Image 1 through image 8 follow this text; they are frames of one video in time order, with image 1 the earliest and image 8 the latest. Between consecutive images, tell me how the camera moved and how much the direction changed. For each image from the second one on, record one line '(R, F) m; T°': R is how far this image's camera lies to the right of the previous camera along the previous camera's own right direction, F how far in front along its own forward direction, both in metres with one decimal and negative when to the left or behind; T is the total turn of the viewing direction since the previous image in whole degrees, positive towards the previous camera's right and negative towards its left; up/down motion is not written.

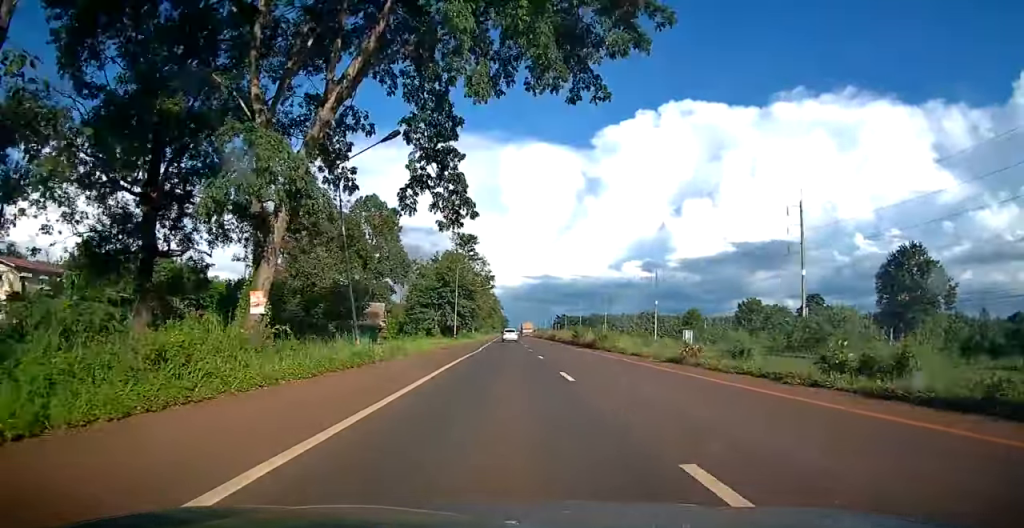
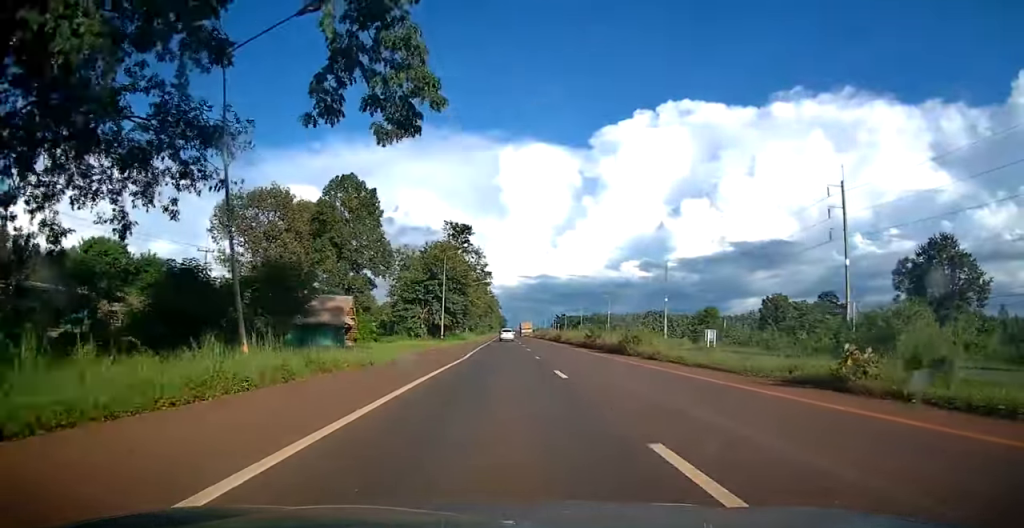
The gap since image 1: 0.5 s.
(0.0, +11.0) m; 0°
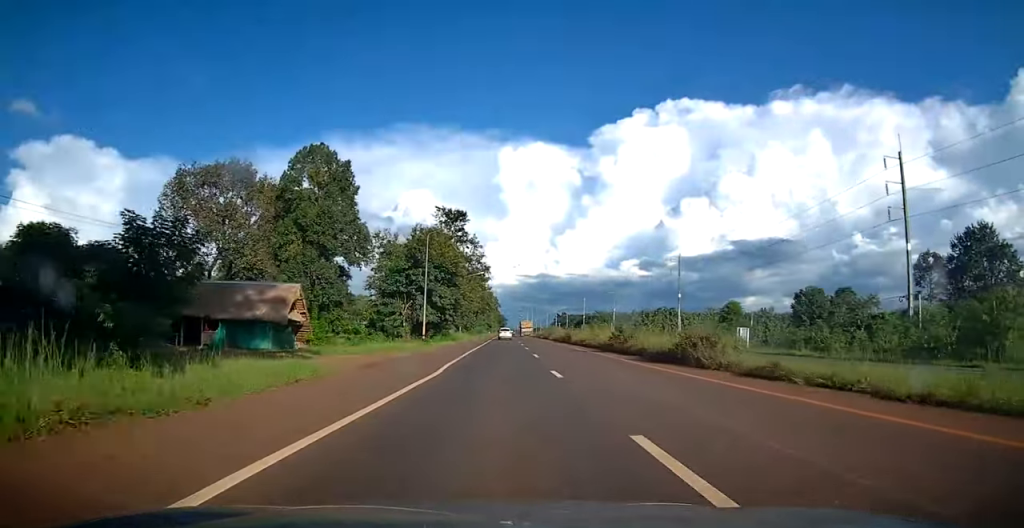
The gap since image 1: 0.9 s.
(0.0, +11.4) m; 0°
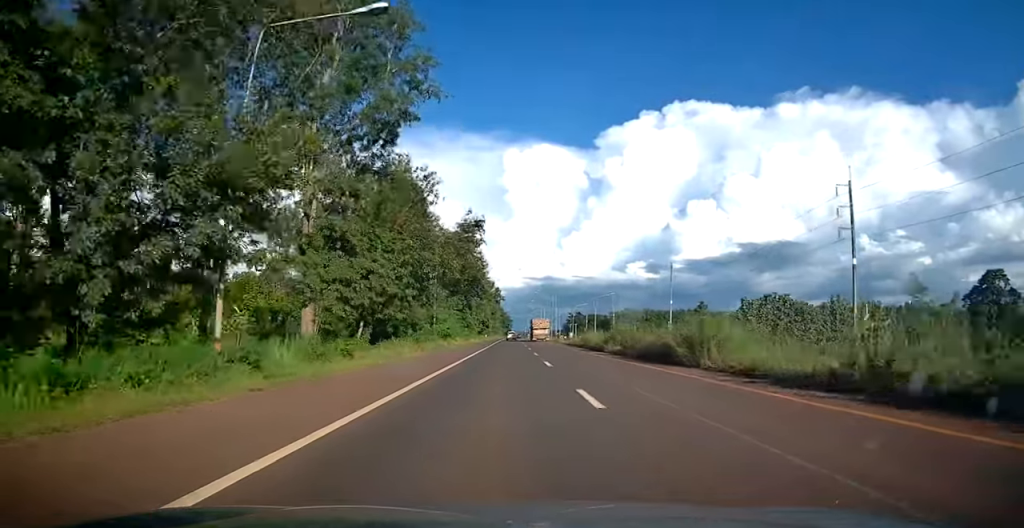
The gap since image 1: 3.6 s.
(+0.5, +66.0) m; 0°
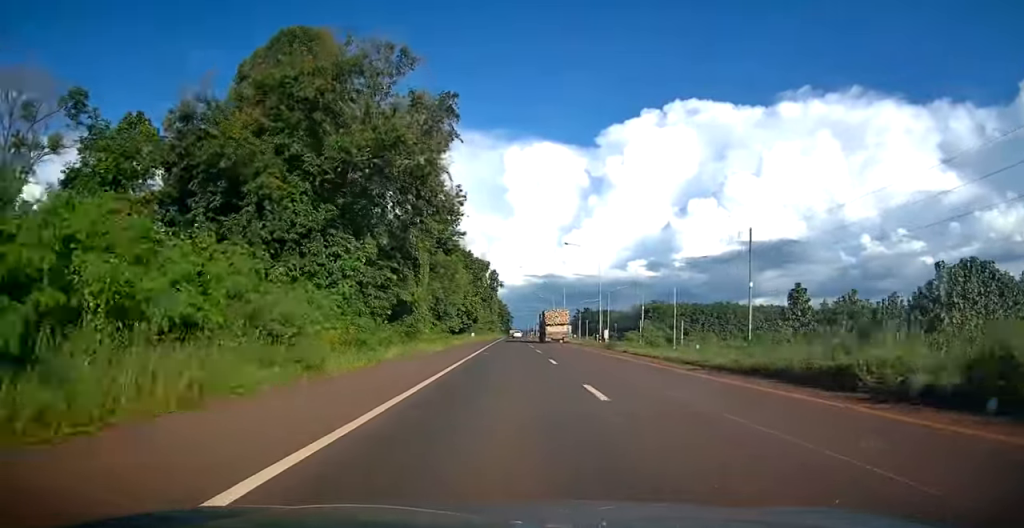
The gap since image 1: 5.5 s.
(-0.1, +46.8) m; 0°
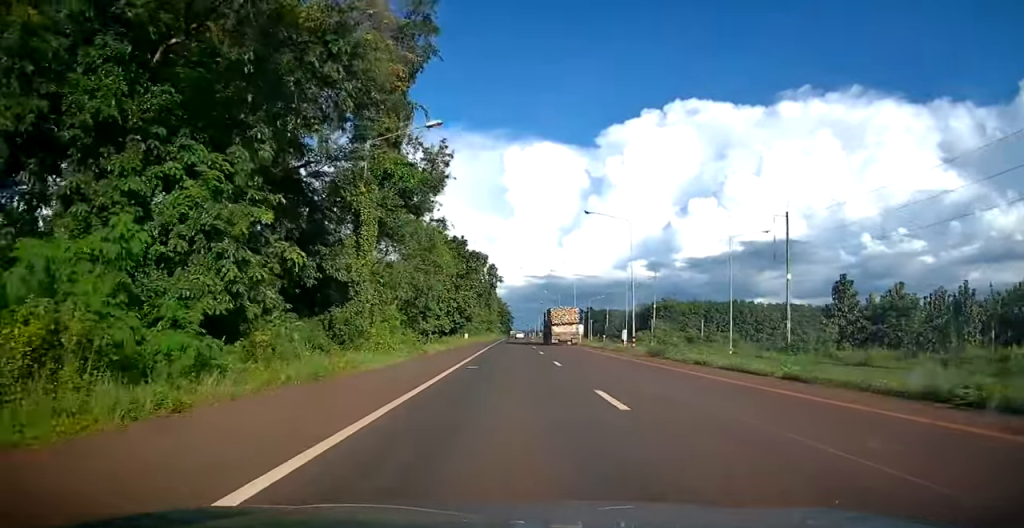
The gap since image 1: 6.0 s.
(0.0, +13.1) m; 0°
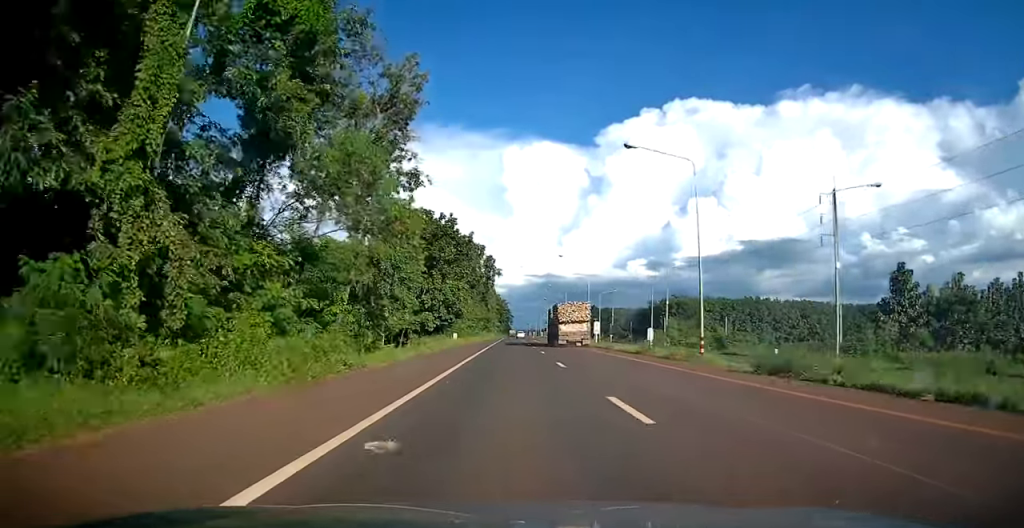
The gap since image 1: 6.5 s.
(-0.1, +13.2) m; 0°
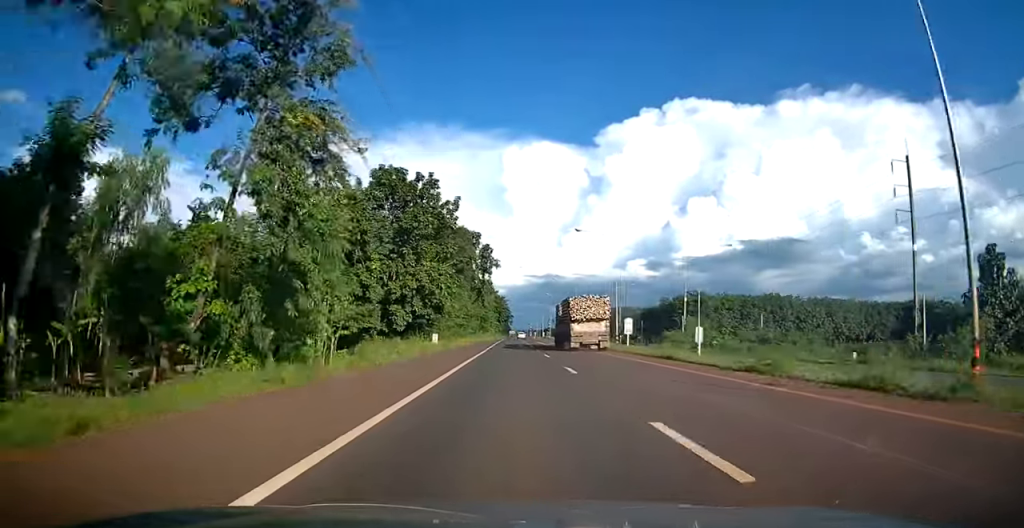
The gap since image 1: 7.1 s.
(0.0, +14.9) m; 0°
